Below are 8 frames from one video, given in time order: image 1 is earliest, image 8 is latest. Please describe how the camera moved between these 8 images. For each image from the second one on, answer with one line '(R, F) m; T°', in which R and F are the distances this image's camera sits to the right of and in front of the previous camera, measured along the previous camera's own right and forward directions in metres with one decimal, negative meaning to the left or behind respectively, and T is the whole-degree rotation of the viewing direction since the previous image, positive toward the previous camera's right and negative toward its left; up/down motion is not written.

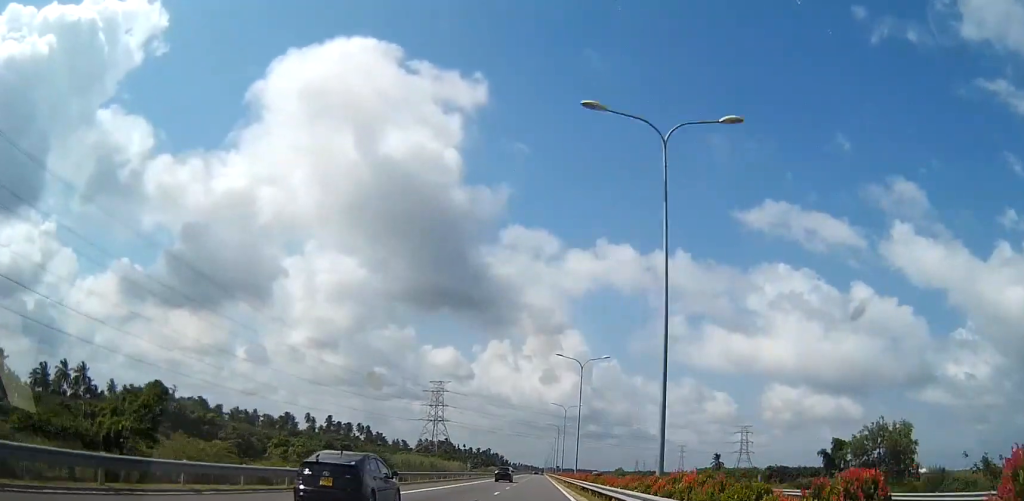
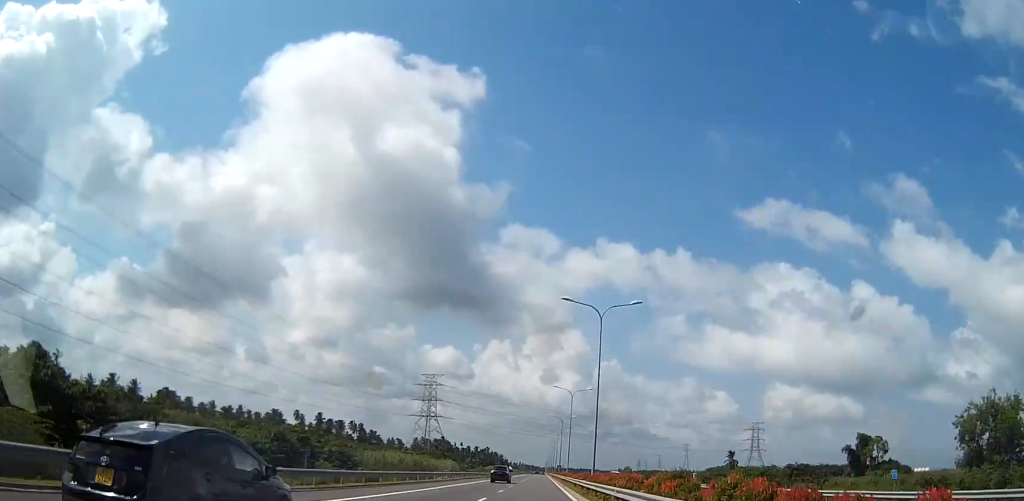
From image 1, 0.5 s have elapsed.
(-0.2, +21.0) m; 0°
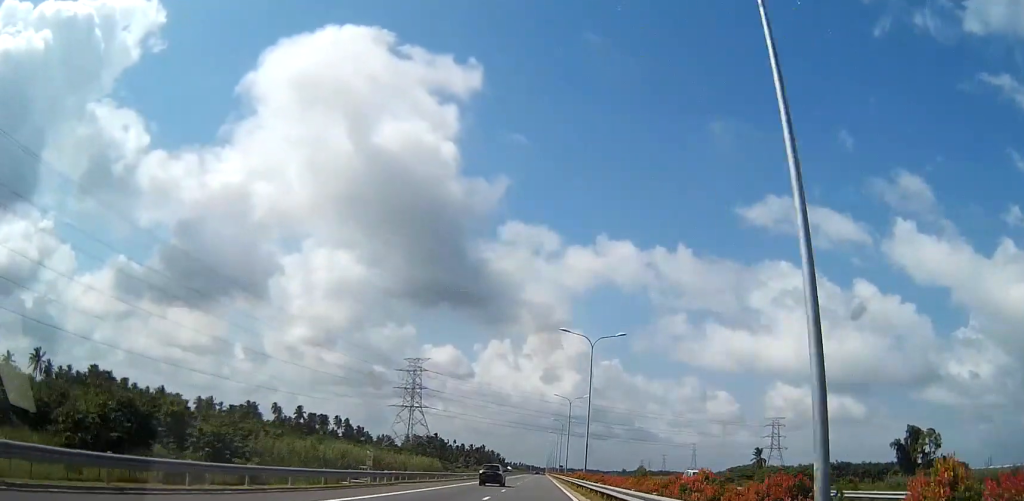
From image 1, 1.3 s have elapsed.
(-0.1, +35.0) m; 0°
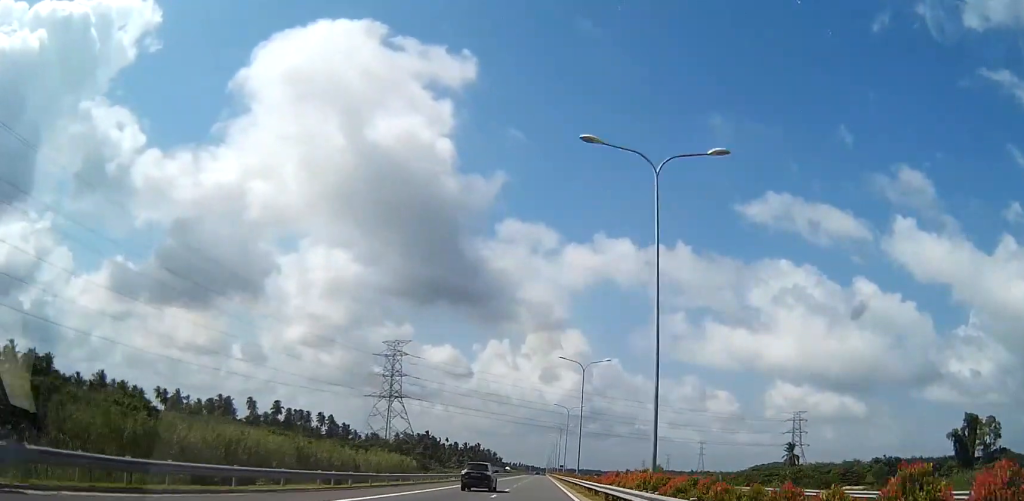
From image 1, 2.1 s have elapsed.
(0.0, +32.3) m; 0°
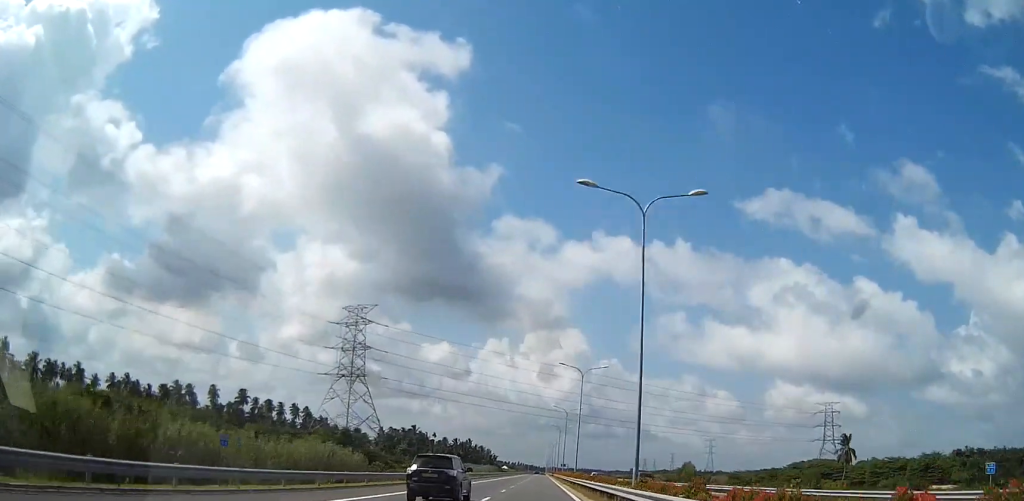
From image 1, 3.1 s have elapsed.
(+0.3, +41.0) m; 0°
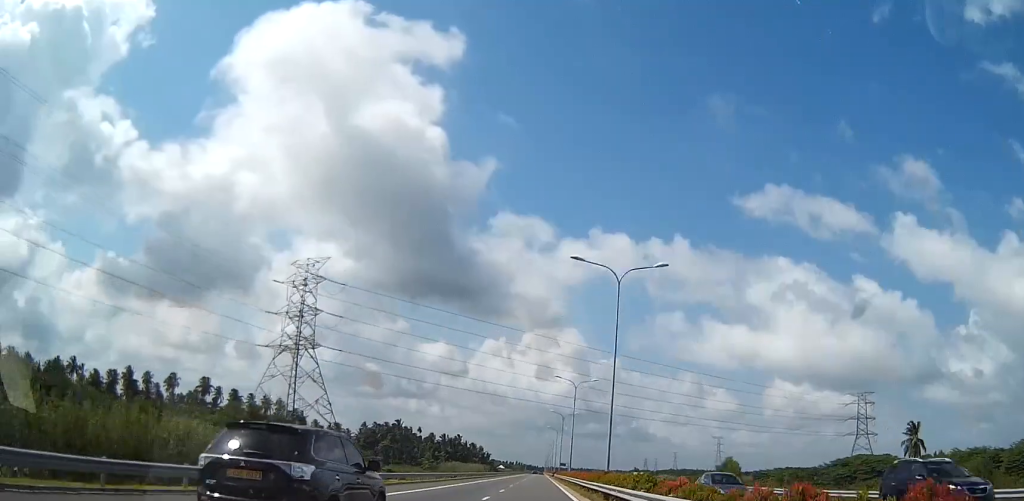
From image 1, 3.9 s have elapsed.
(-0.6, +35.5) m; 0°
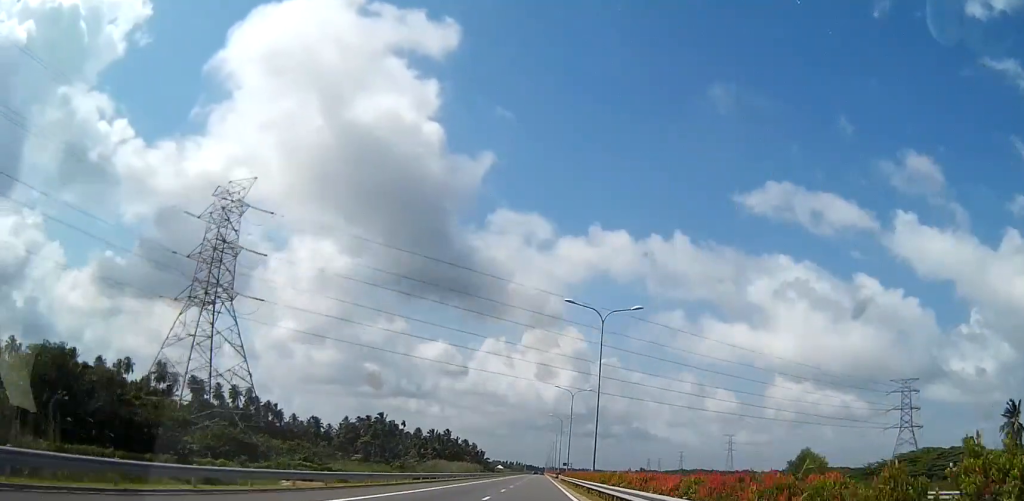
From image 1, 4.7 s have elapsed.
(+0.3, +35.4) m; 0°
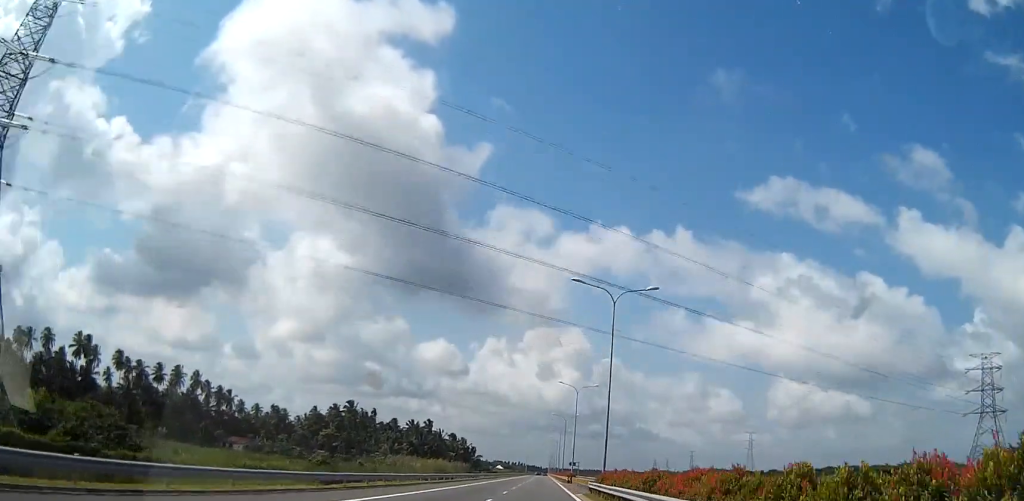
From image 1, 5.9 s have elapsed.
(+0.1, +49.5) m; 0°
